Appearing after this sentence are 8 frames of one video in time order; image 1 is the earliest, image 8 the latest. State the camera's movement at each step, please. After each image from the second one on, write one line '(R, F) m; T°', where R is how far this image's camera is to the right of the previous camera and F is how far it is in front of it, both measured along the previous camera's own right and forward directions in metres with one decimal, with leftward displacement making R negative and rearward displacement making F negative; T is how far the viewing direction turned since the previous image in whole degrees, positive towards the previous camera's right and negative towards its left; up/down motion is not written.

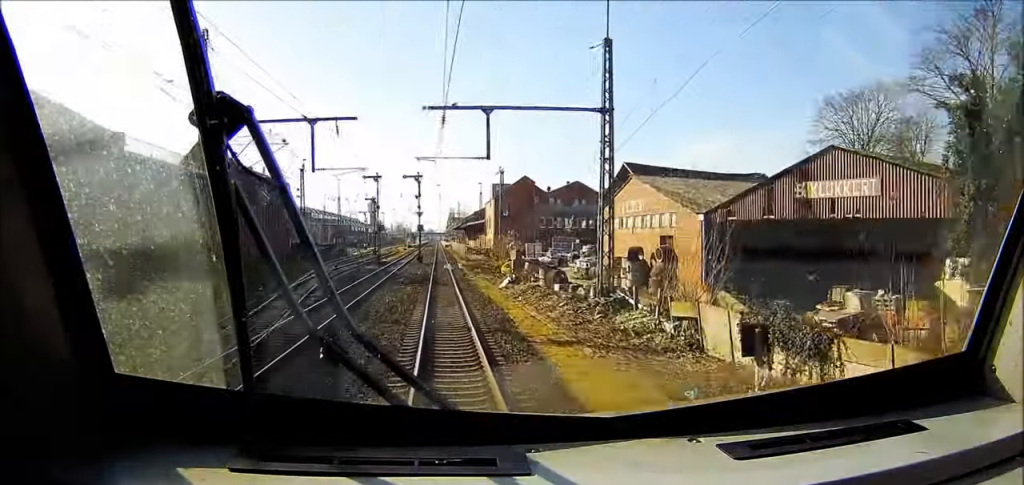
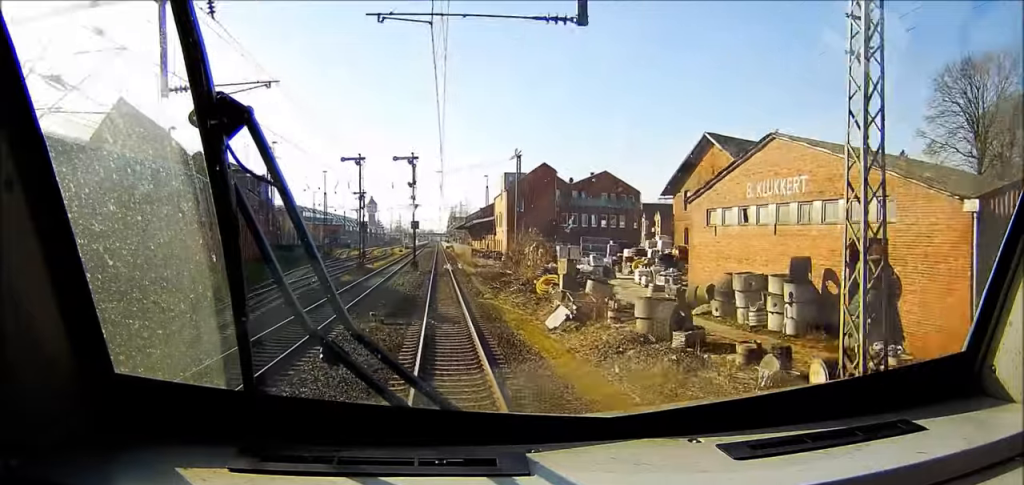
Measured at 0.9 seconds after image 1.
(-0.1, +19.2) m; 0°
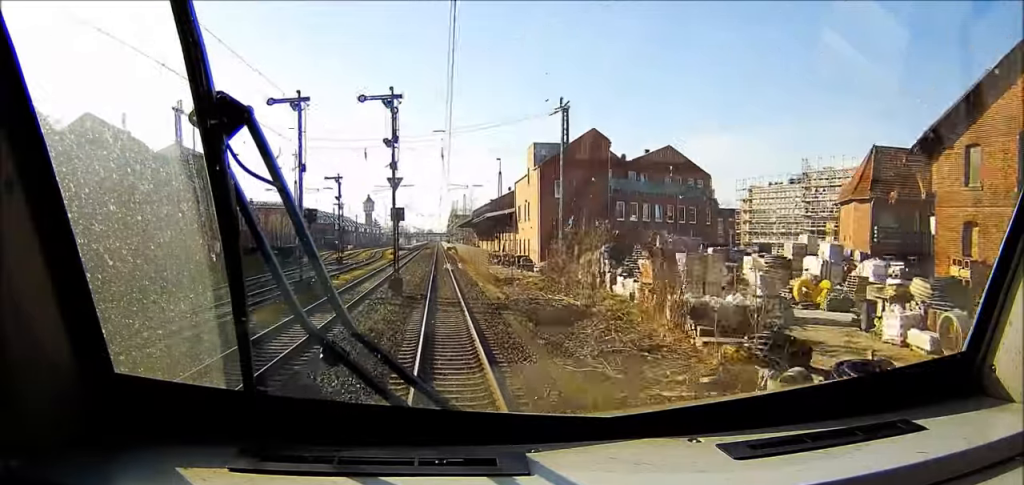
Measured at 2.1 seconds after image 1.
(-0.1, +28.0) m; 0°
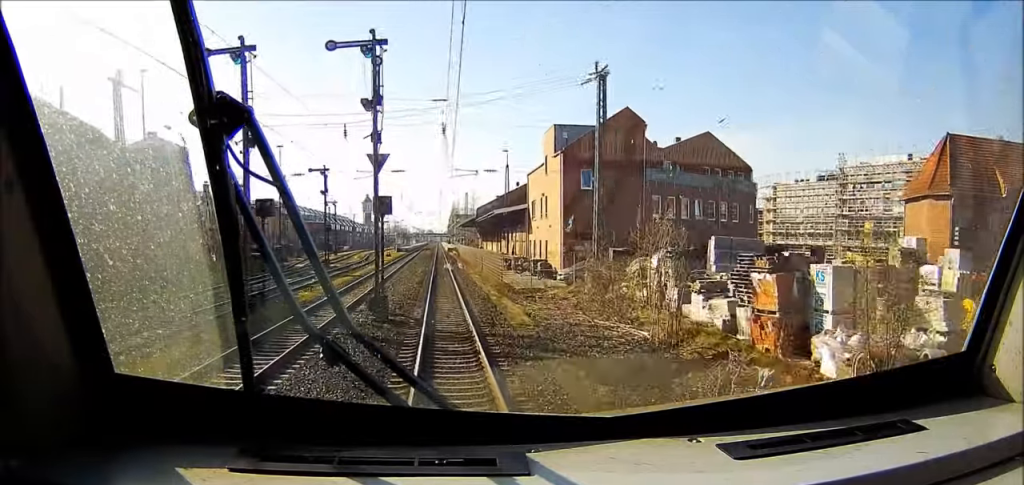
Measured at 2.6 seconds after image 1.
(0.0, +10.8) m; 0°
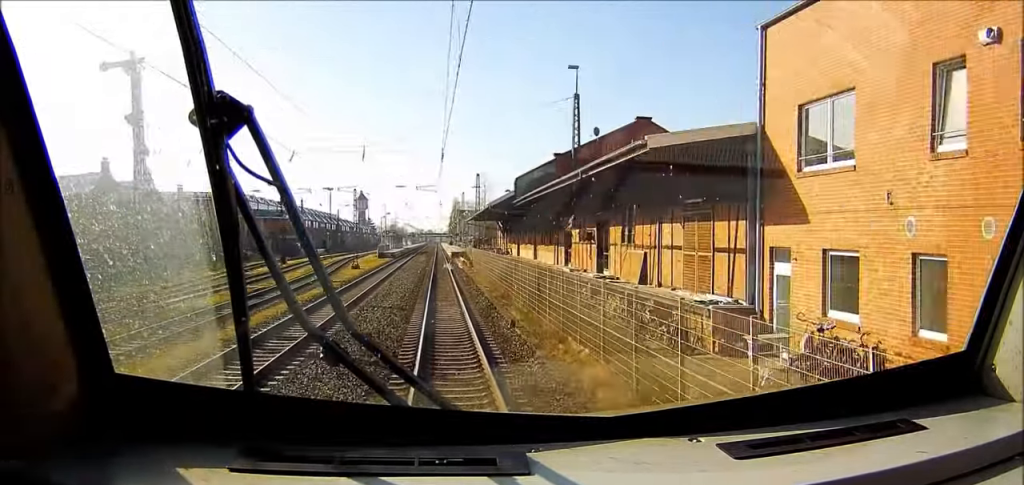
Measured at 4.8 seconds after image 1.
(0.0, +52.5) m; -1°
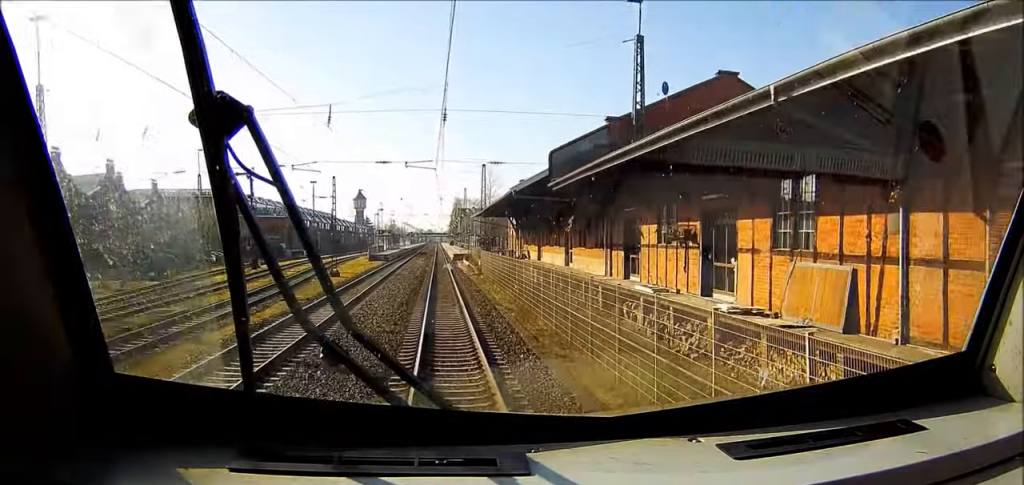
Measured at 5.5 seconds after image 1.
(0.0, +17.2) m; -1°
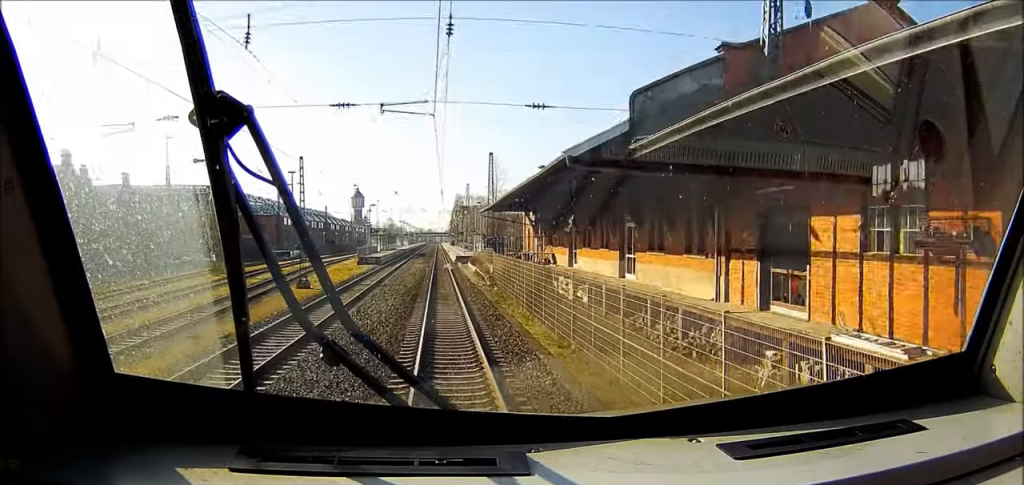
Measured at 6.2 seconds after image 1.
(-0.4, +14.8) m; -1°
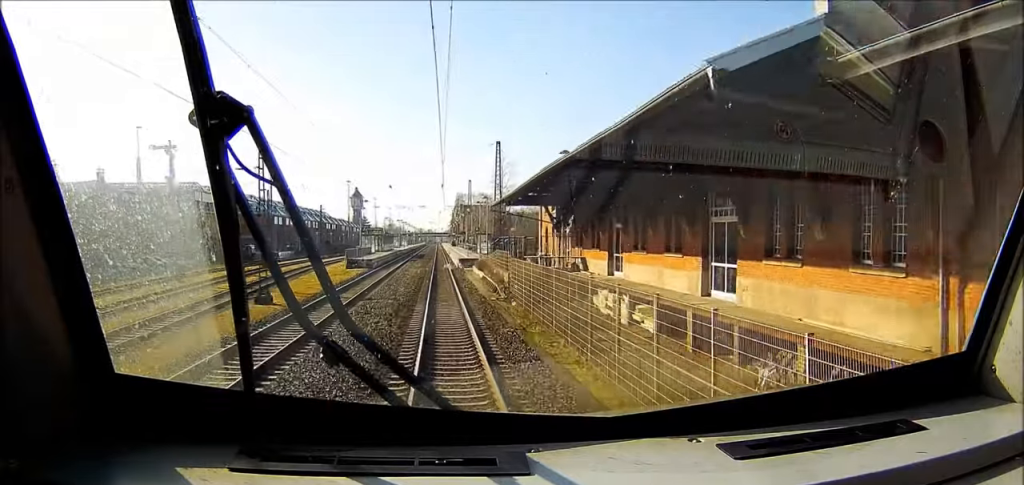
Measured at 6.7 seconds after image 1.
(0.0, +12.5) m; 0°
